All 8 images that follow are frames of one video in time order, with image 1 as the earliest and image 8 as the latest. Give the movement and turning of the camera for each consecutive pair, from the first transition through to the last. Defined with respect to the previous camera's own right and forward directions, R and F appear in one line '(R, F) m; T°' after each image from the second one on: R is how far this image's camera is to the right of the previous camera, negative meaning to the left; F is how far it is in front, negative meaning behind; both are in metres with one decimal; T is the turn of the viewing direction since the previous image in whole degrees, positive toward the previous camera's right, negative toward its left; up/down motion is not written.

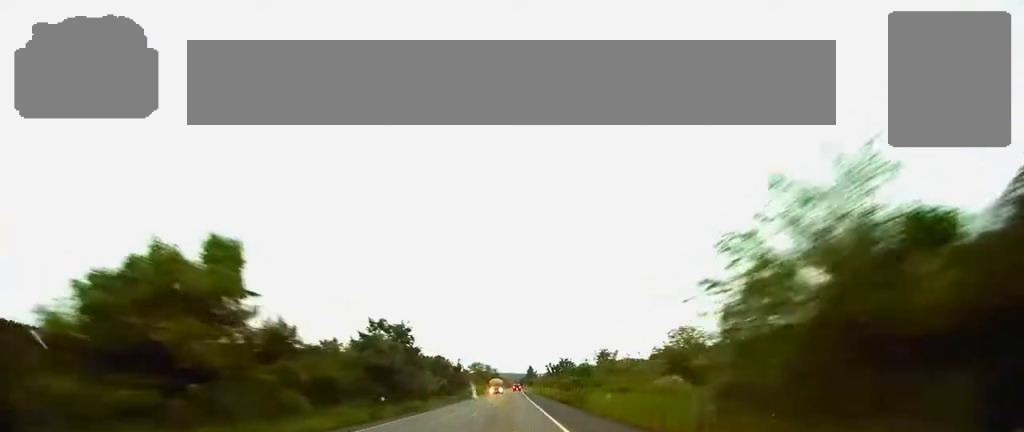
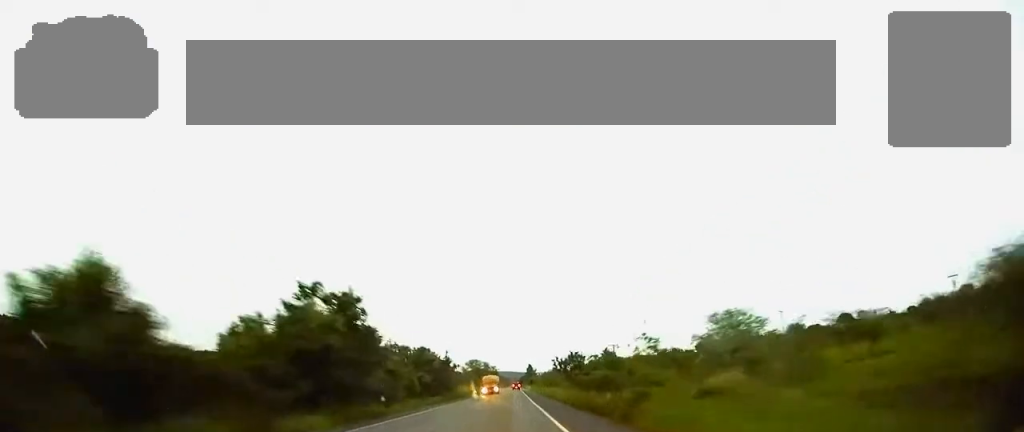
(0.0, +16.3) m; 0°
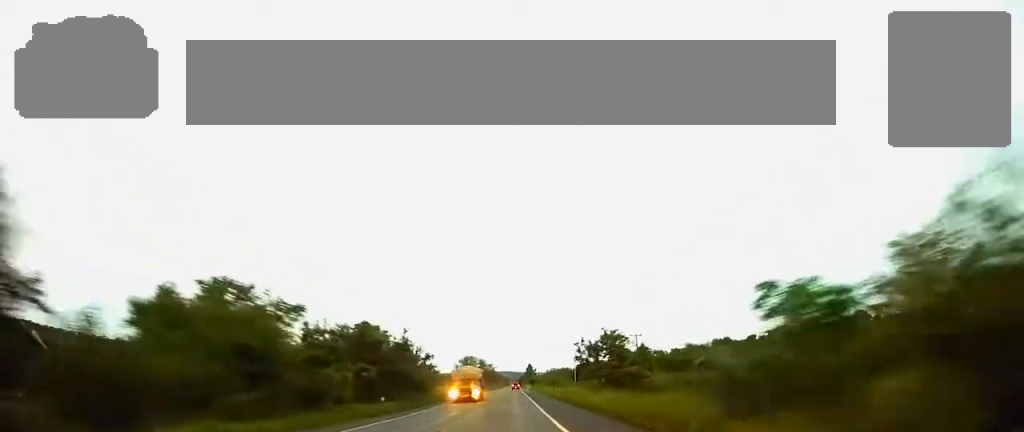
(+0.1, +29.6) m; 0°
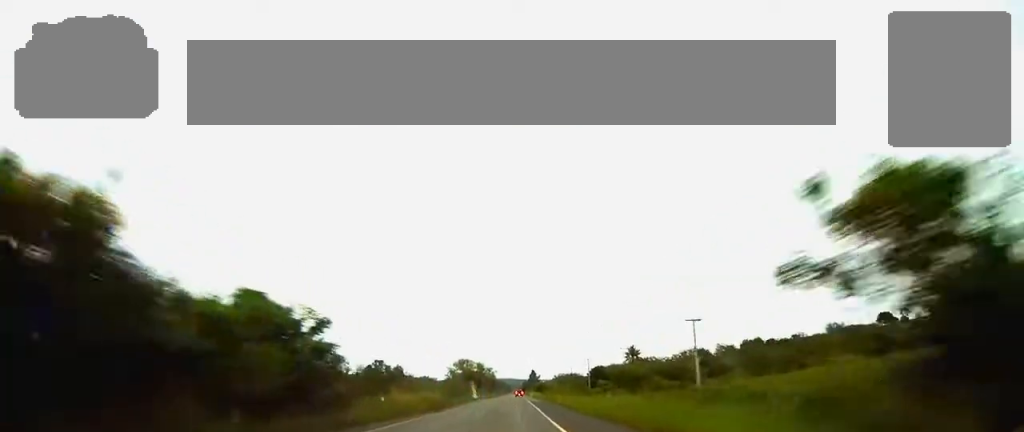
(-0.1, +38.2) m; 0°
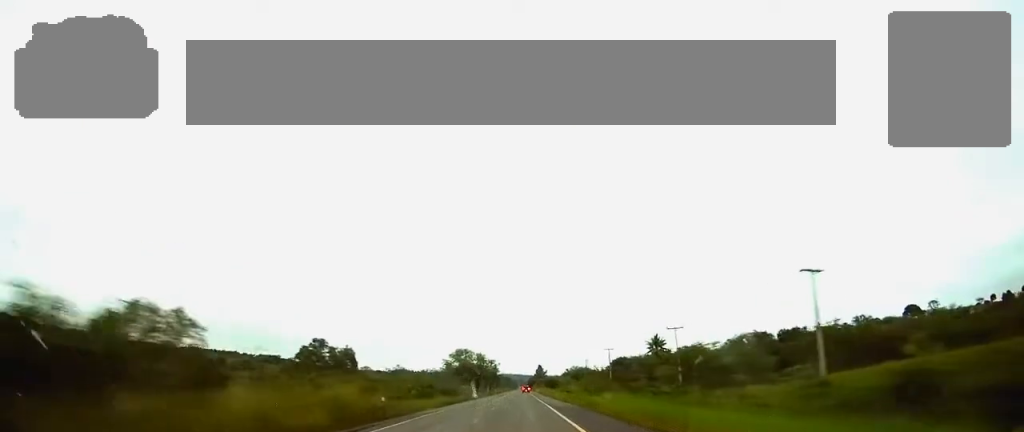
(-0.1, +34.4) m; 0°
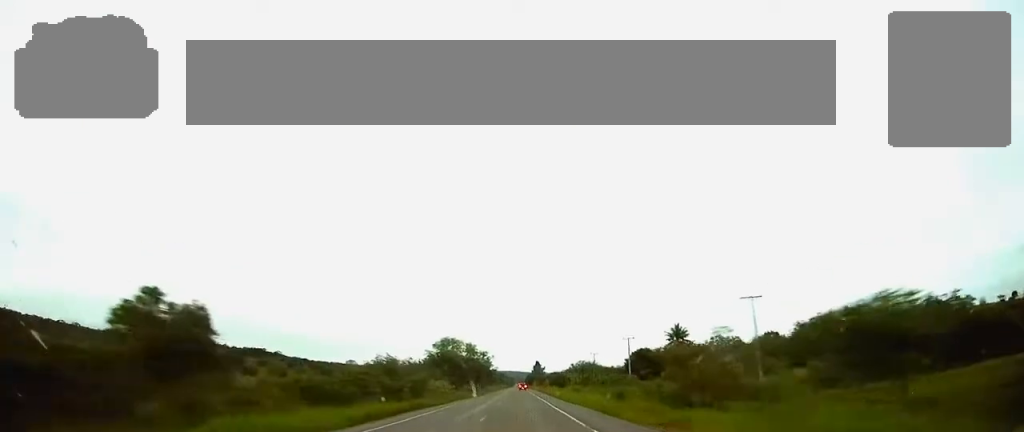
(-0.1, +33.5) m; 0°
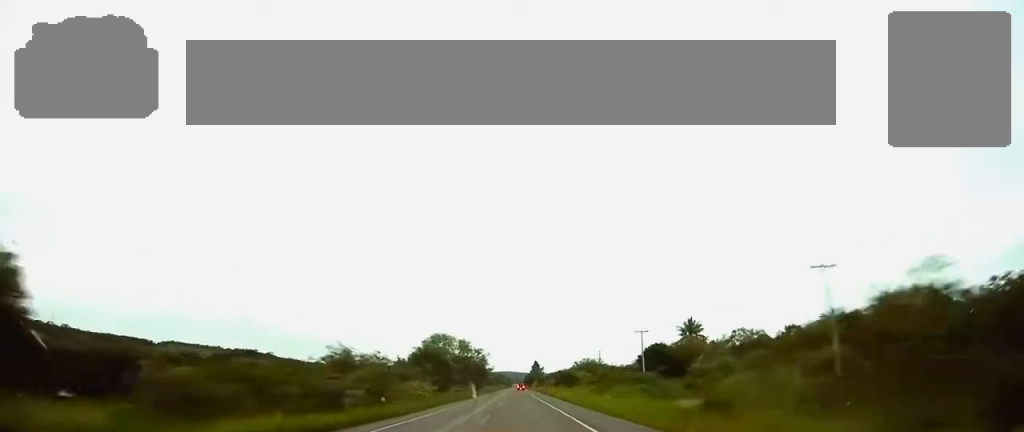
(+0.1, +16.8) m; 0°
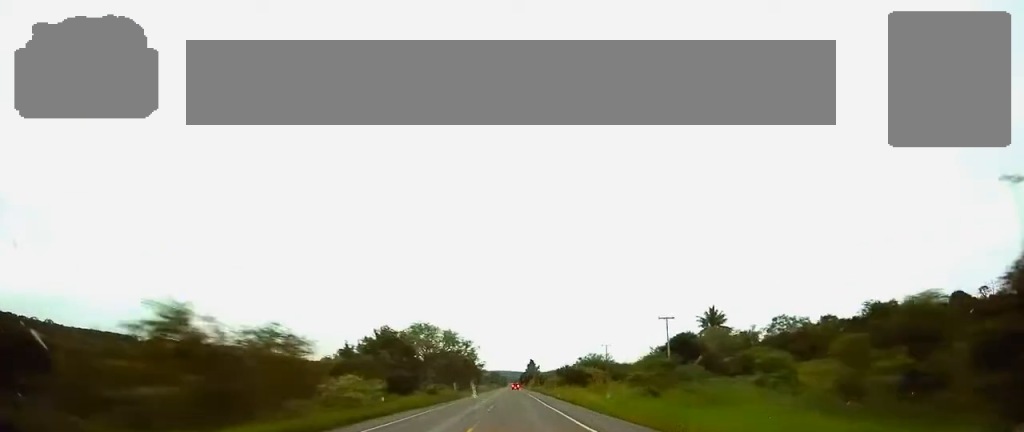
(0.0, +24.1) m; 0°
